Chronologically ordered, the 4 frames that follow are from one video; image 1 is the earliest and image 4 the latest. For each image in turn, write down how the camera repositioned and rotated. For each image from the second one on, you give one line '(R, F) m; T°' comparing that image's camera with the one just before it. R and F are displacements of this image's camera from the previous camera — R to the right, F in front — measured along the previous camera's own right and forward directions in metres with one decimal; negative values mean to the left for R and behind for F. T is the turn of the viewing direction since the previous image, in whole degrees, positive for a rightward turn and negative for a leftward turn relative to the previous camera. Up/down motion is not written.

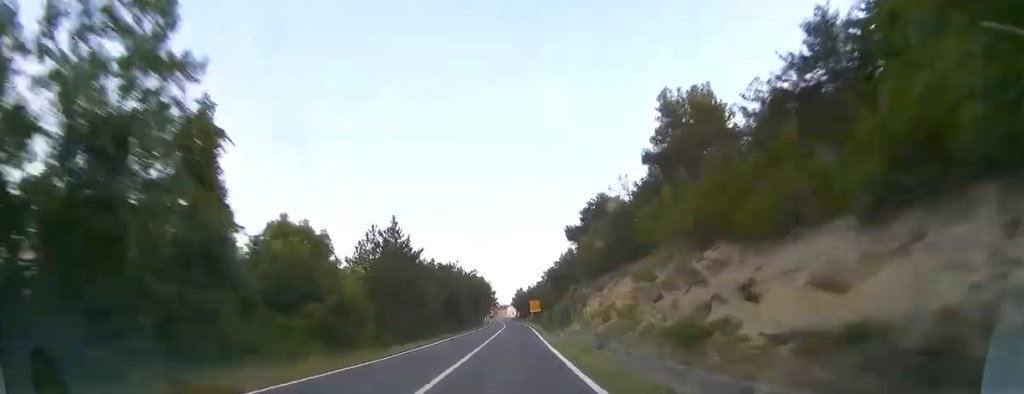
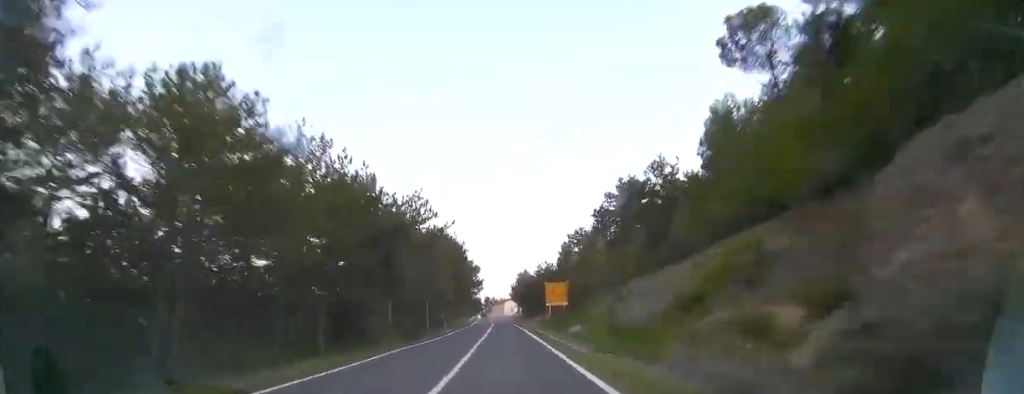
(+1.9, +65.1) m; +2°
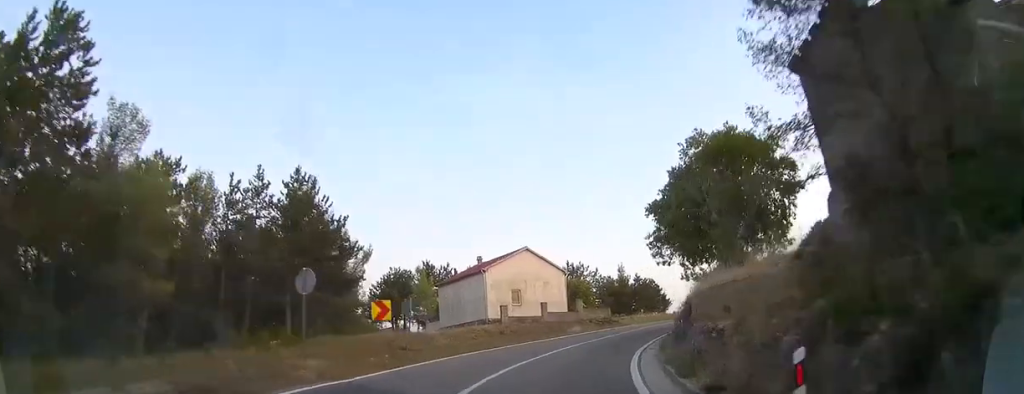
(-0.6, +125.2) m; +9°
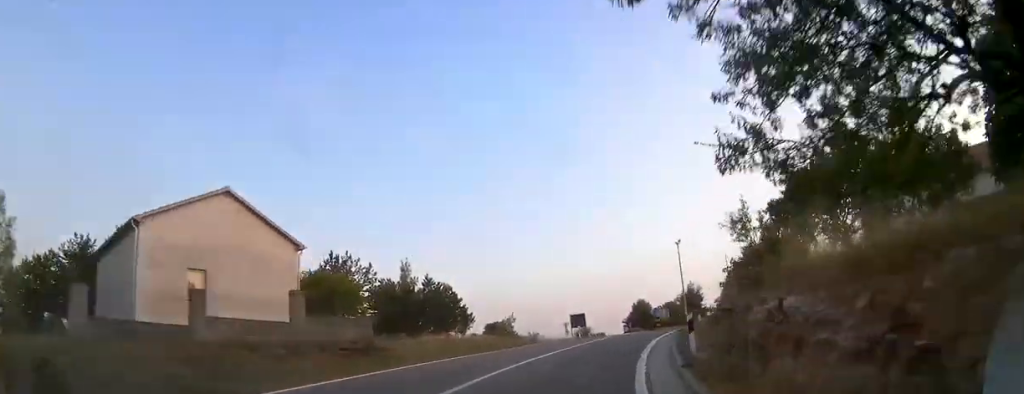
(+1.7, +23.2) m; +12°
